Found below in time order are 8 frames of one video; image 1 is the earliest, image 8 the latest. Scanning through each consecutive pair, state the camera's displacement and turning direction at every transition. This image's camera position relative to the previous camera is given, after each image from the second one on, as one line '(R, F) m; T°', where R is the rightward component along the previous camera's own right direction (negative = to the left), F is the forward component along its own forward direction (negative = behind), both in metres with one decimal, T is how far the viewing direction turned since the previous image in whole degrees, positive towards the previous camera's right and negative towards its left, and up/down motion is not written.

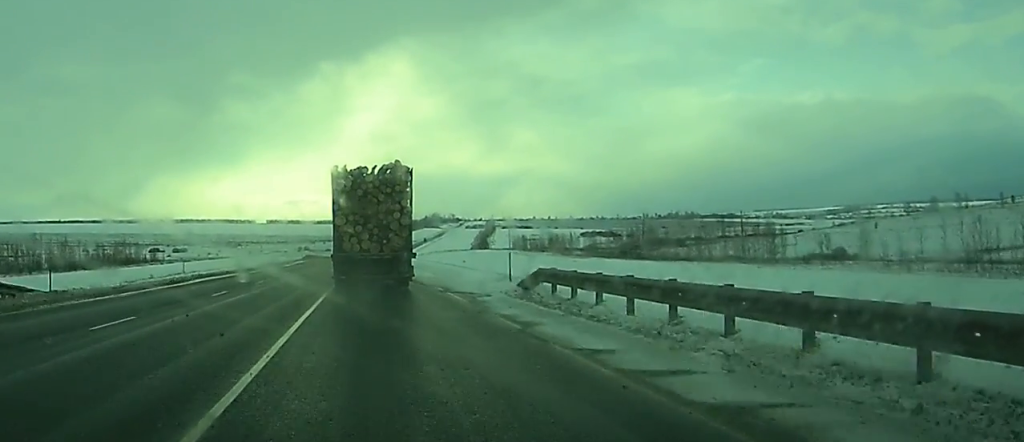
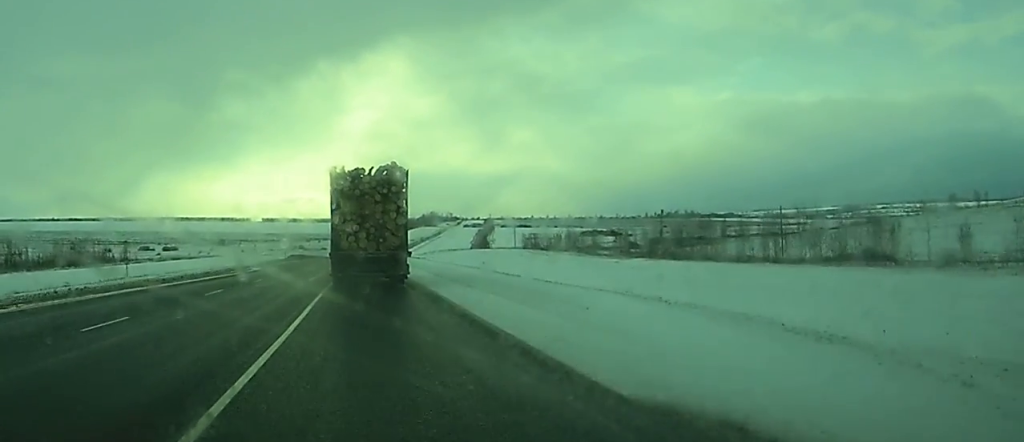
(-0.2, +24.9) m; -1°
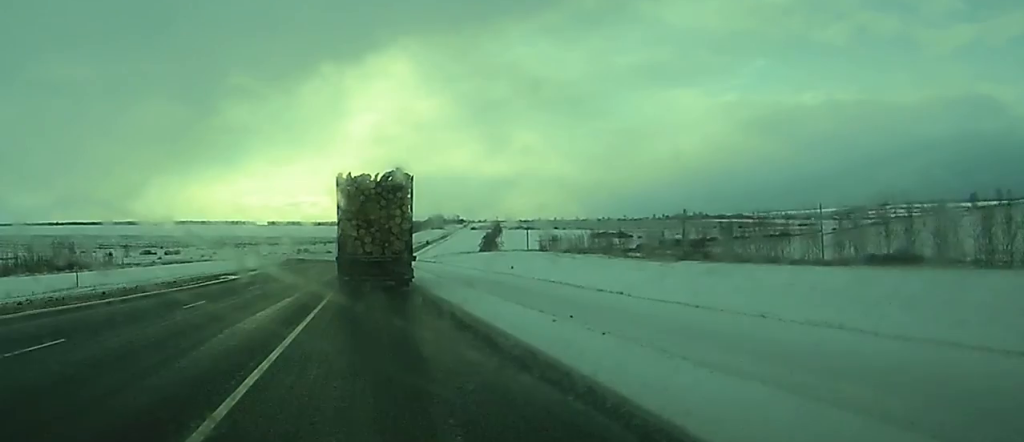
(0.0, +16.4) m; 0°
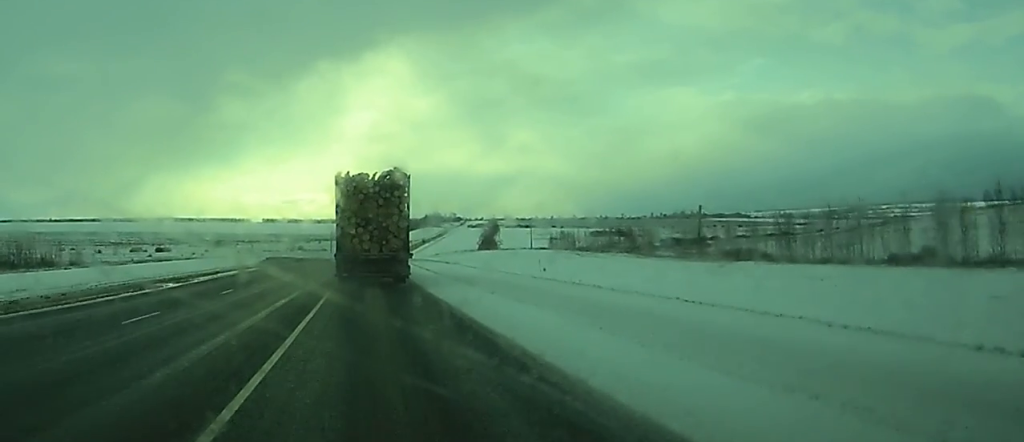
(0.0, +17.8) m; 0°
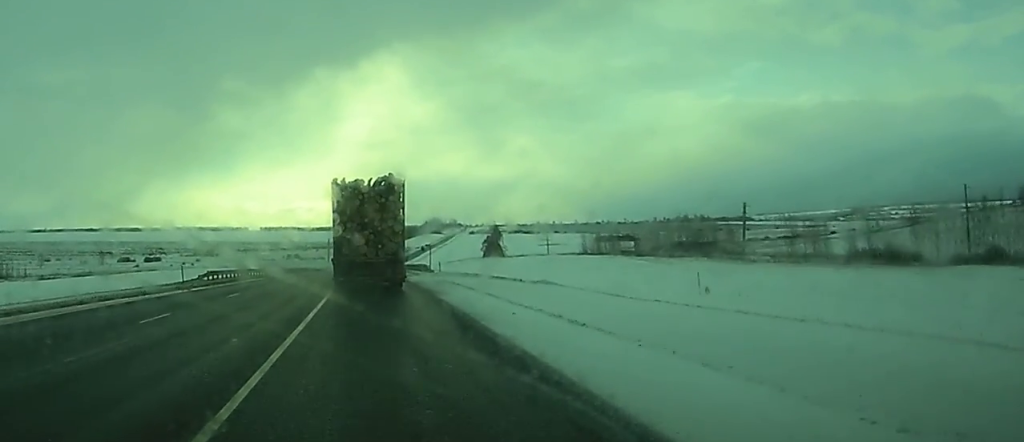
(+0.2, +34.3) m; 0°
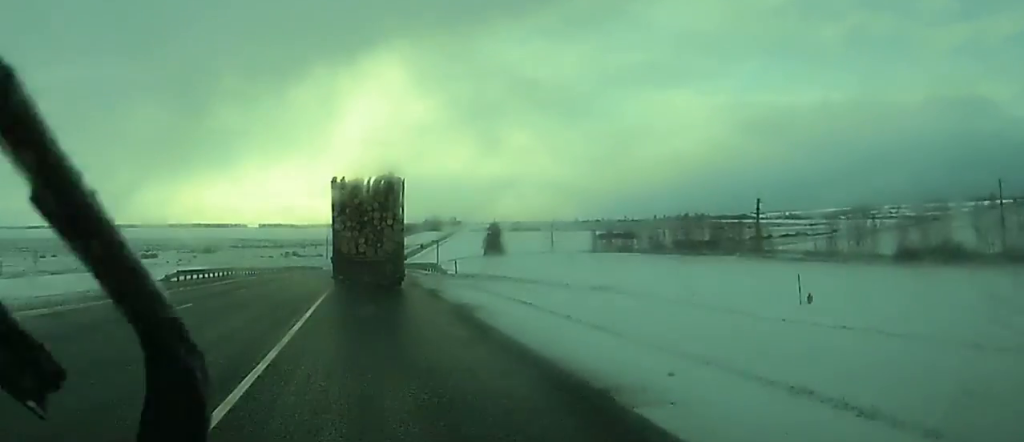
(0.0, +9.1) m; 0°
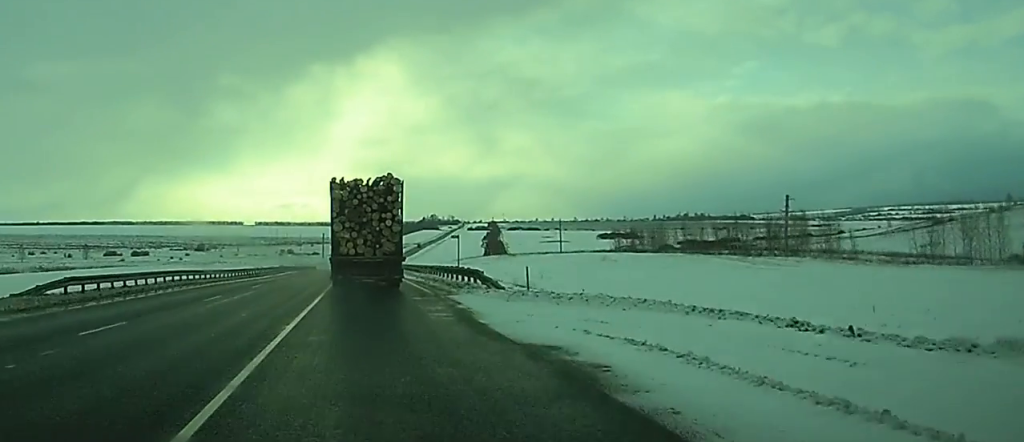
(0.0, +18.2) m; 0°
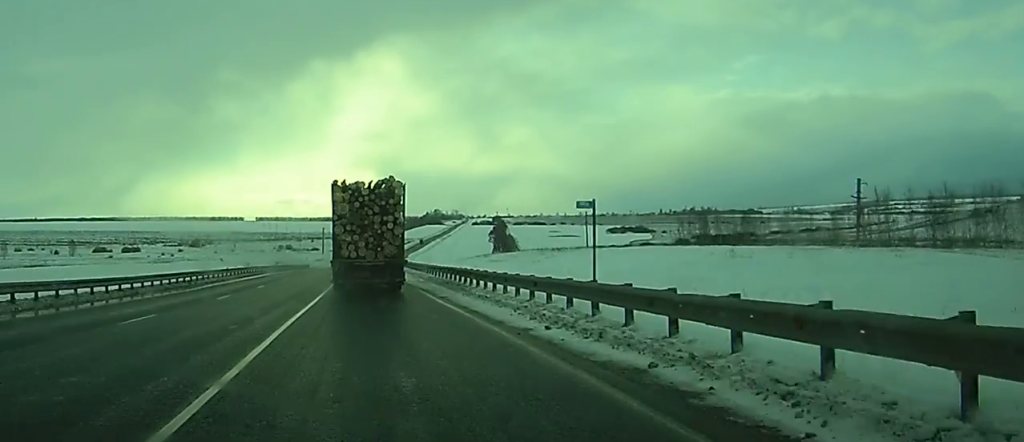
(0.0, +32.5) m; 0°
